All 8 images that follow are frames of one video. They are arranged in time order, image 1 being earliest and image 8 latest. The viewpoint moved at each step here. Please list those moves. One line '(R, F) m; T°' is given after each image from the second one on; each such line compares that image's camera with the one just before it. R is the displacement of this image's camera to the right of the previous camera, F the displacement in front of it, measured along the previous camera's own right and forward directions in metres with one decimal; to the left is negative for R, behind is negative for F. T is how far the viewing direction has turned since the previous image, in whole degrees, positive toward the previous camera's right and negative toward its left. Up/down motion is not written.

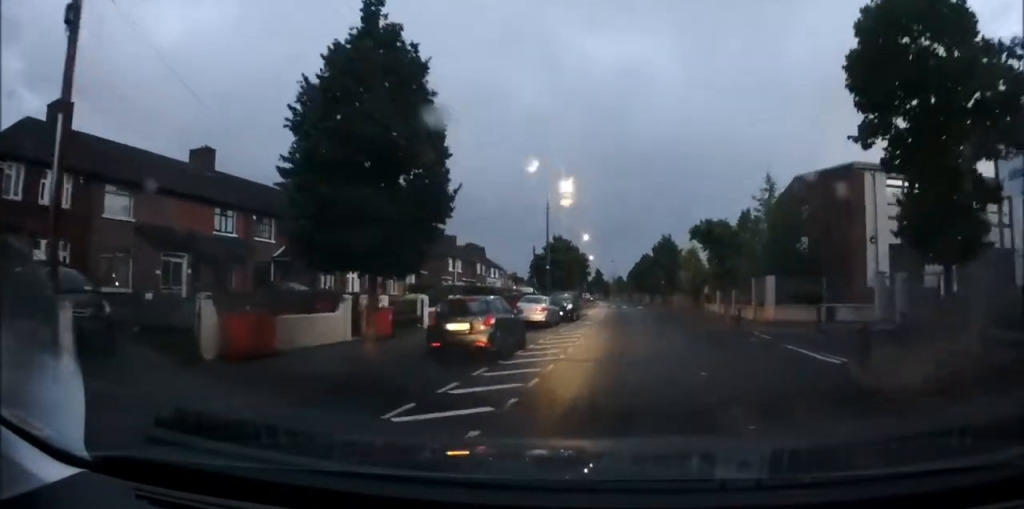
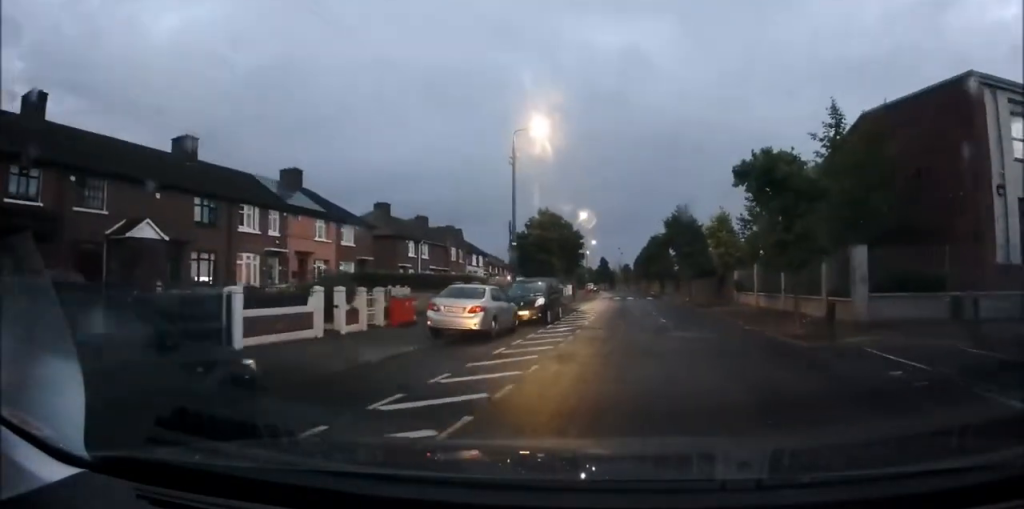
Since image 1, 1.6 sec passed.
(+0.4, +12.6) m; +1°
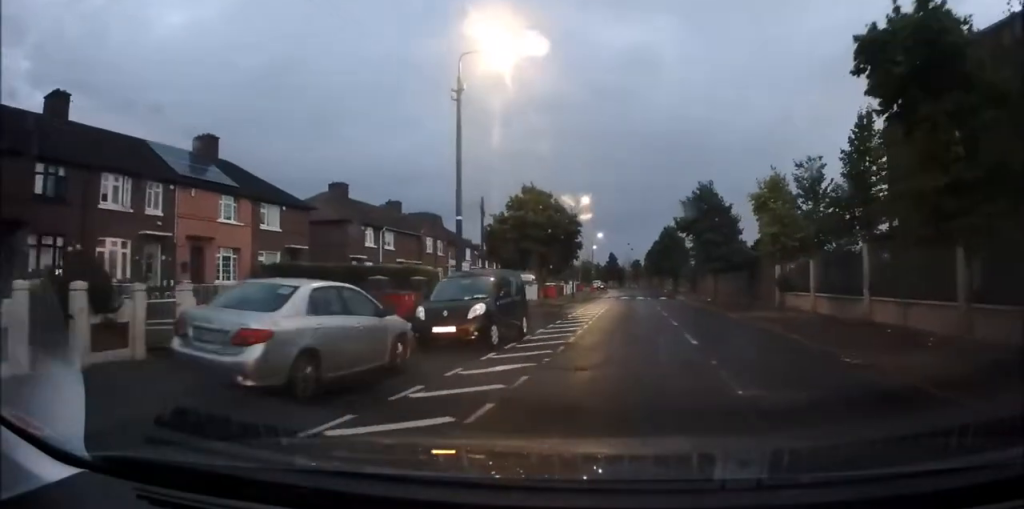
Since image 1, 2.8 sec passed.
(-0.2, +9.6) m; -1°
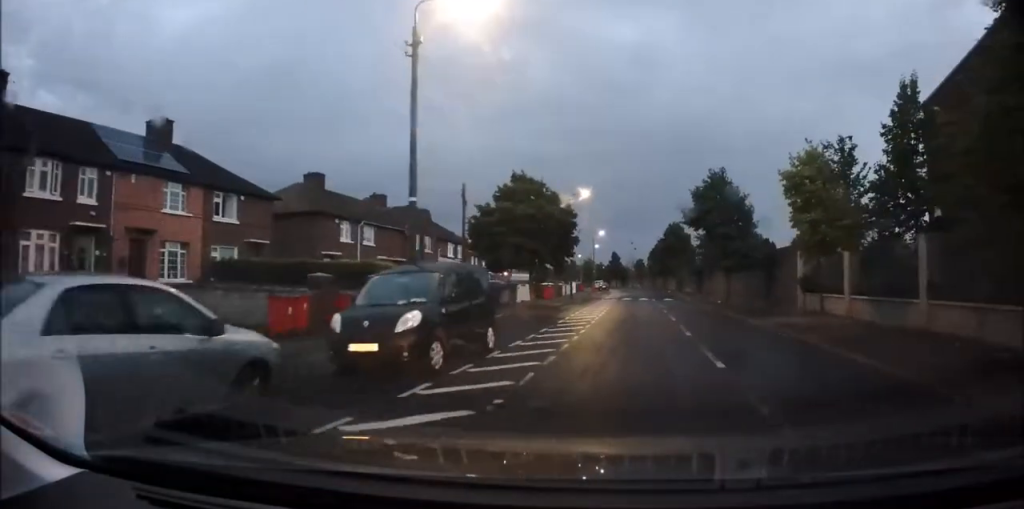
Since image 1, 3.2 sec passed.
(0.0, +3.8) m; 0°
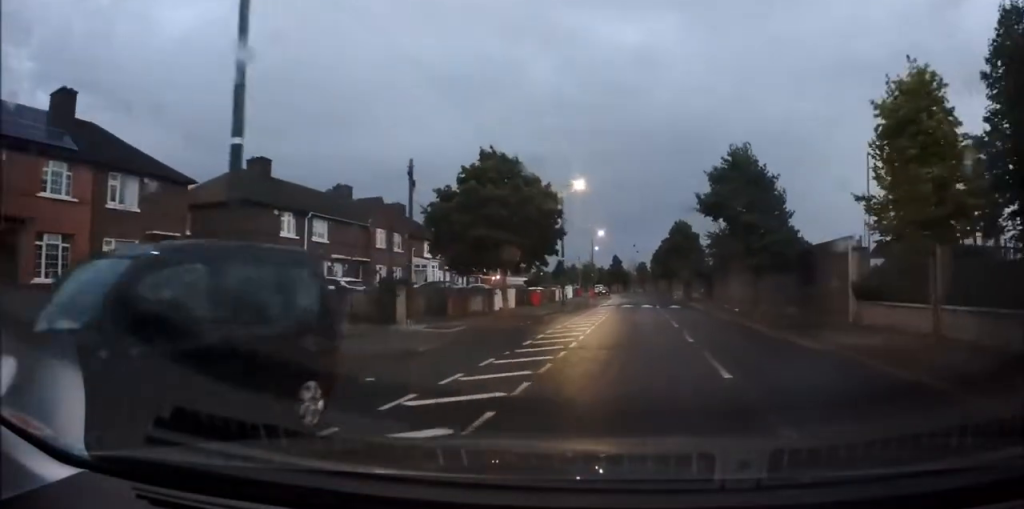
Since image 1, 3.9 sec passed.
(0.0, +6.4) m; 0°
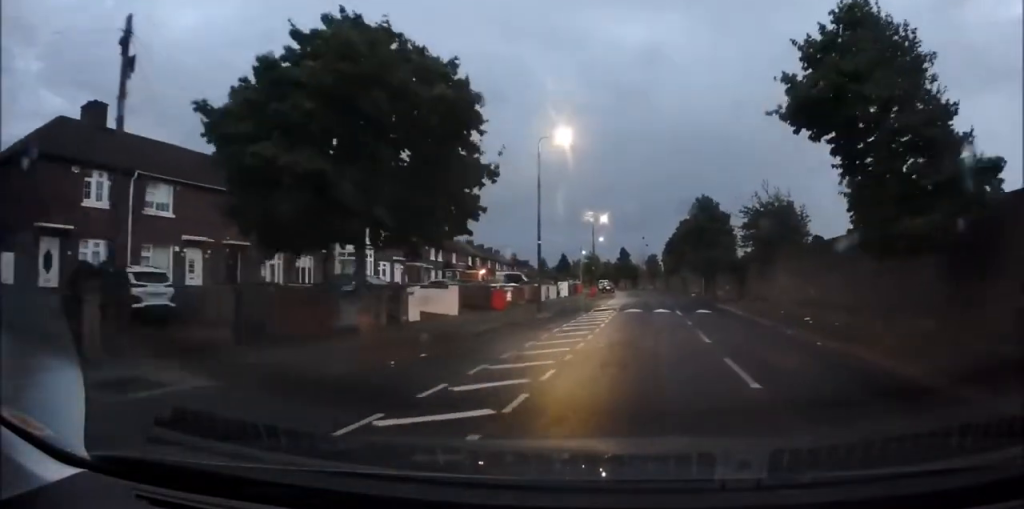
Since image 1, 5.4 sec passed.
(0.0, +12.9) m; 0°
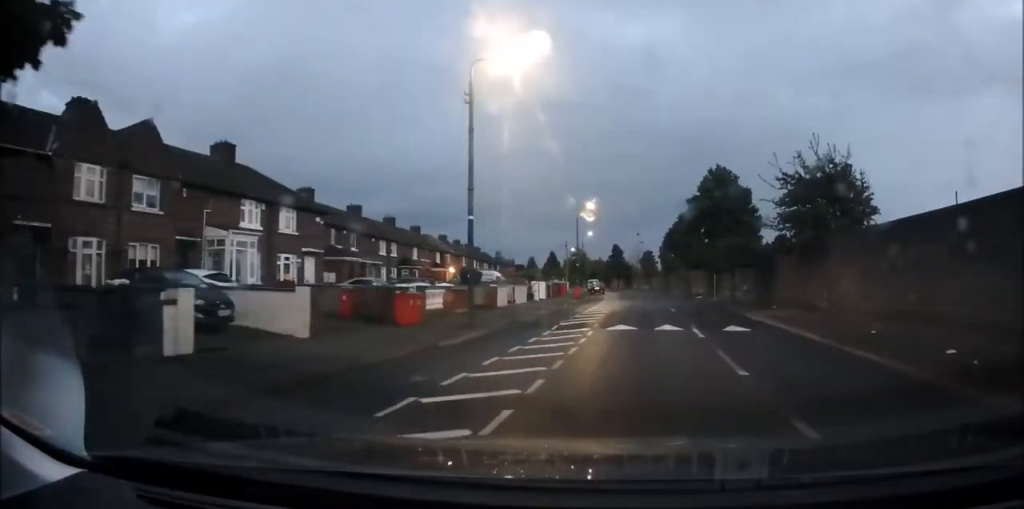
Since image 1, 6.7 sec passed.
(0.0, +10.5) m; -1°
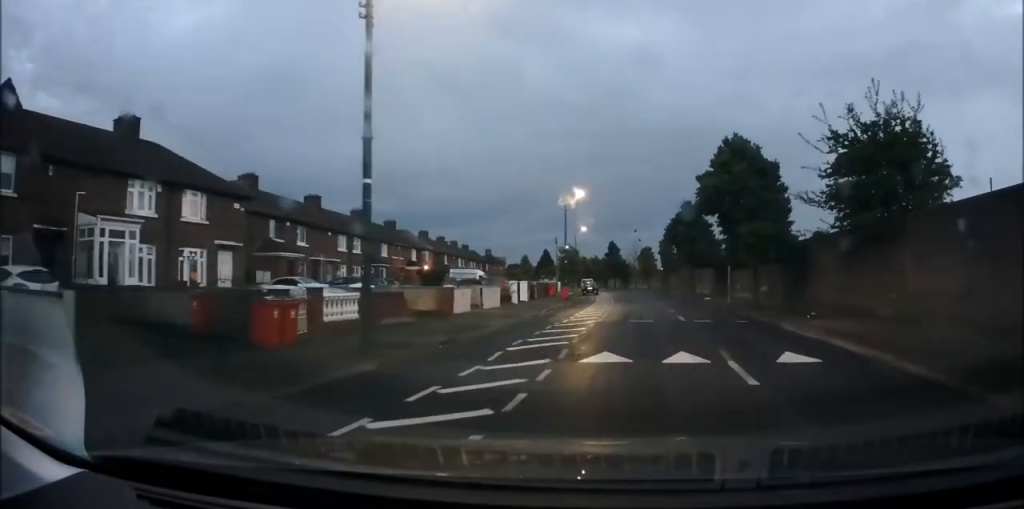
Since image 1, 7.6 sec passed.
(-0.1, +6.8) m; -1°
